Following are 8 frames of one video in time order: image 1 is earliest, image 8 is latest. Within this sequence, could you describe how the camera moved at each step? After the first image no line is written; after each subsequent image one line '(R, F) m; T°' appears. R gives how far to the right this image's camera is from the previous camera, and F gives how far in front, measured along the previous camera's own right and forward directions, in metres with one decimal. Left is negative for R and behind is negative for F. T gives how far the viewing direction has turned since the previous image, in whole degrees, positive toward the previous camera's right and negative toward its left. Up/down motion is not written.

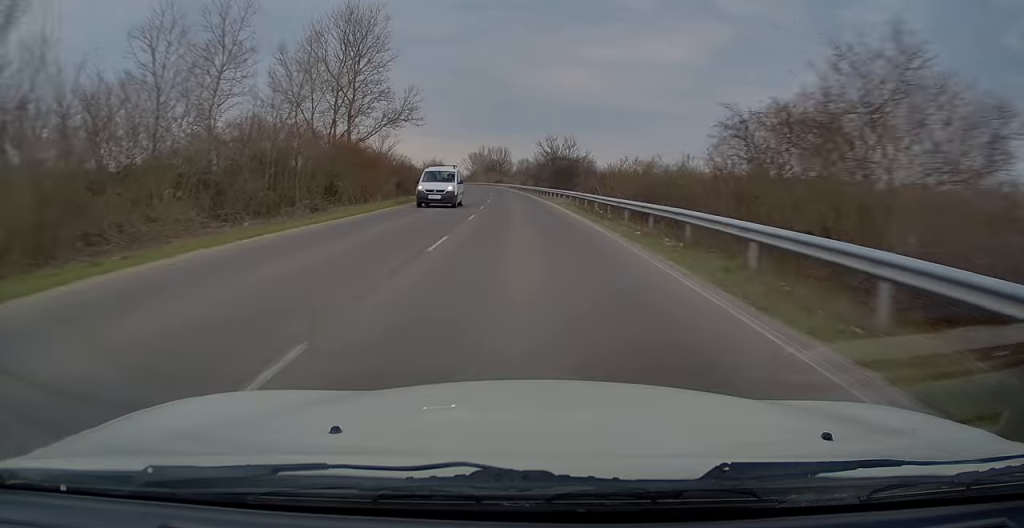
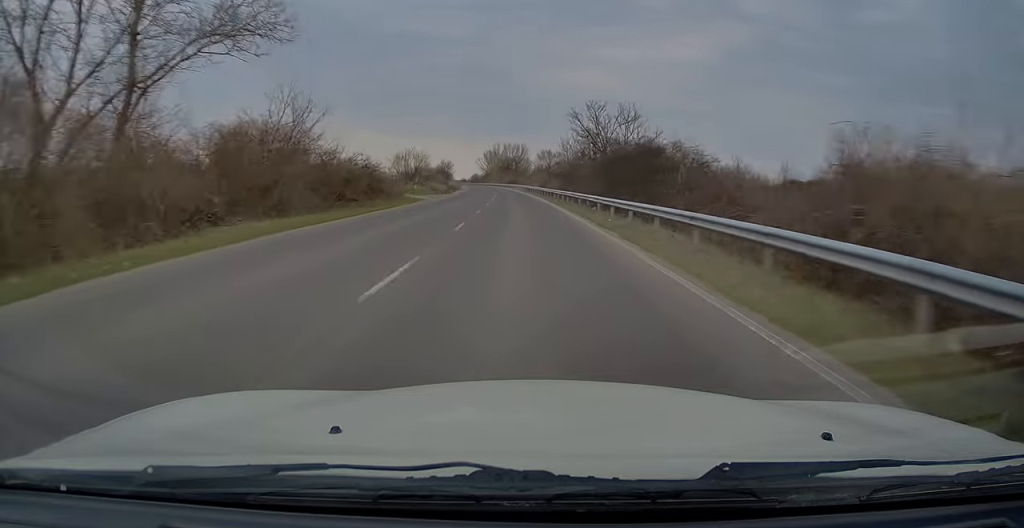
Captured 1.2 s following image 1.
(-0.4, +31.0) m; -1°
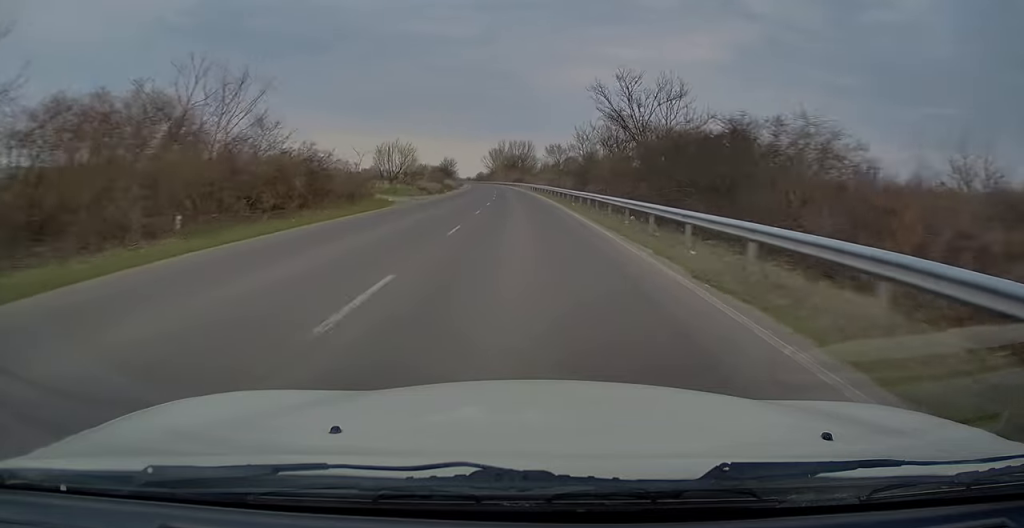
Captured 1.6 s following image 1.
(-0.1, +10.6) m; 0°
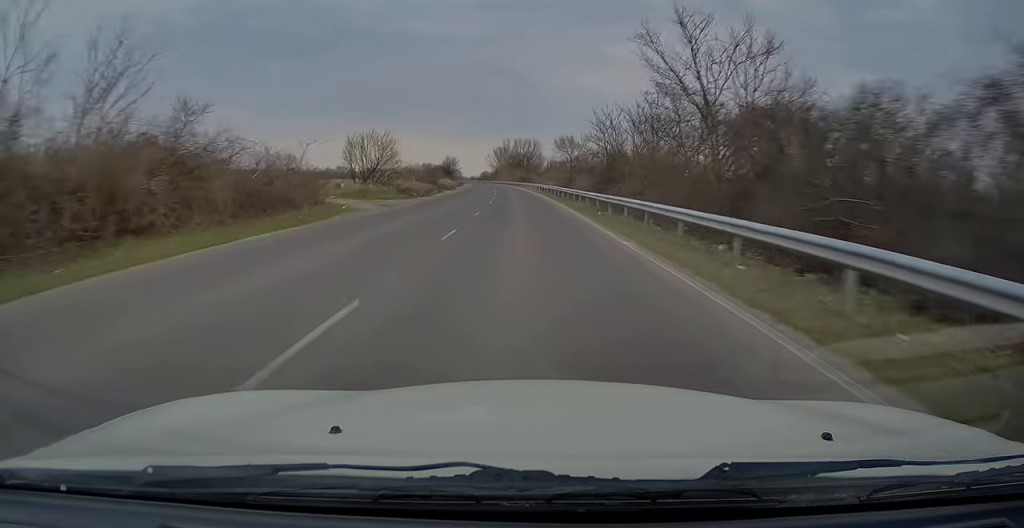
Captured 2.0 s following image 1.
(-0.1, +10.6) m; -1°
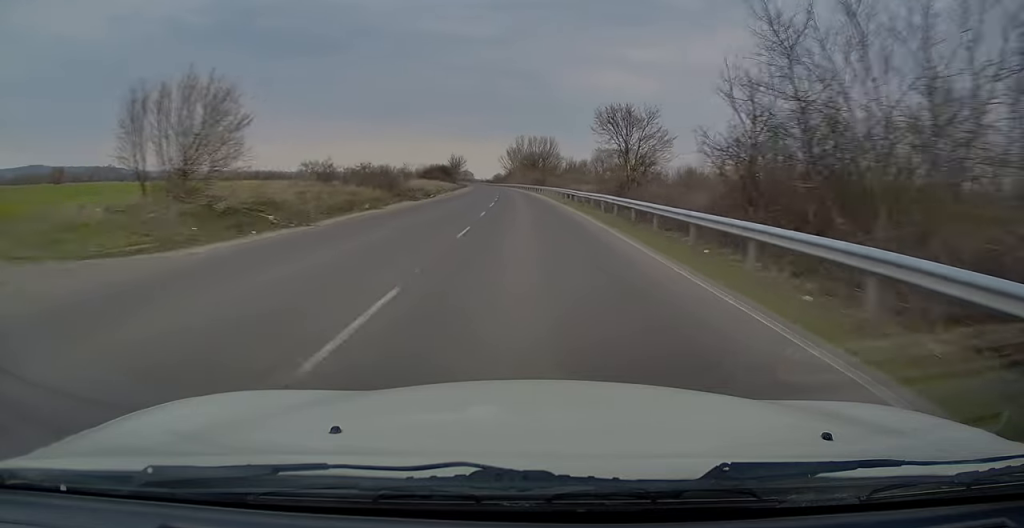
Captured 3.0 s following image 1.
(-0.3, +26.7) m; -1°
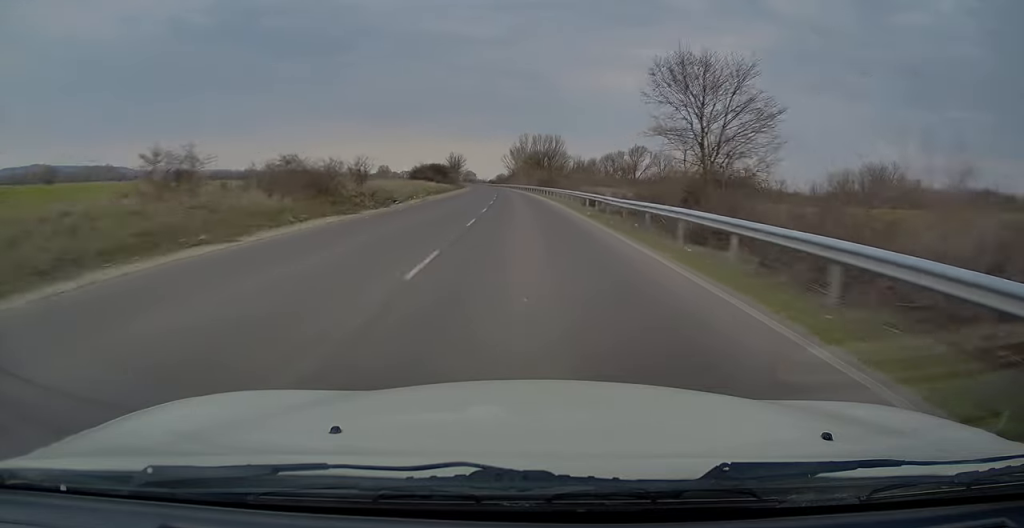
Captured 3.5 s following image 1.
(-0.2, +14.3) m; -1°
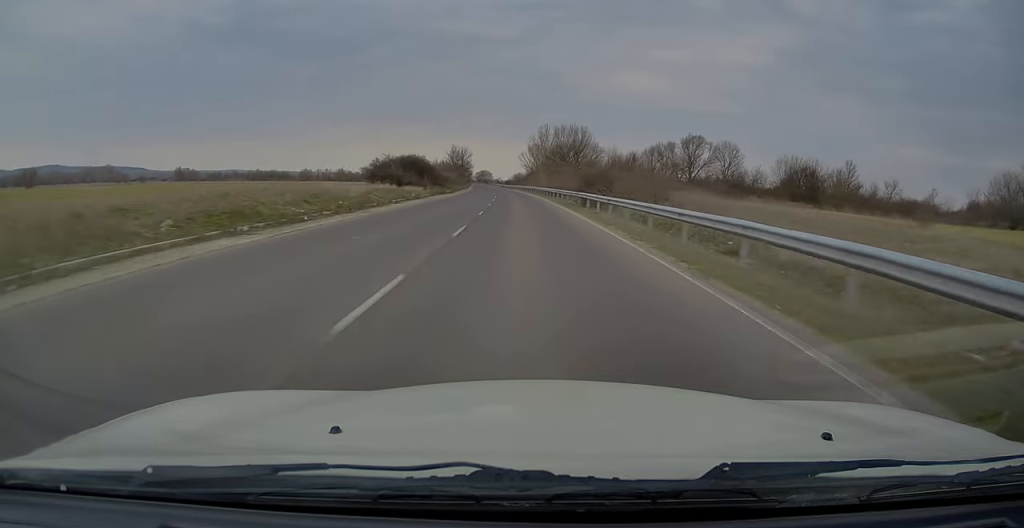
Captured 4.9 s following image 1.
(-0.3, +38.4) m; -1°
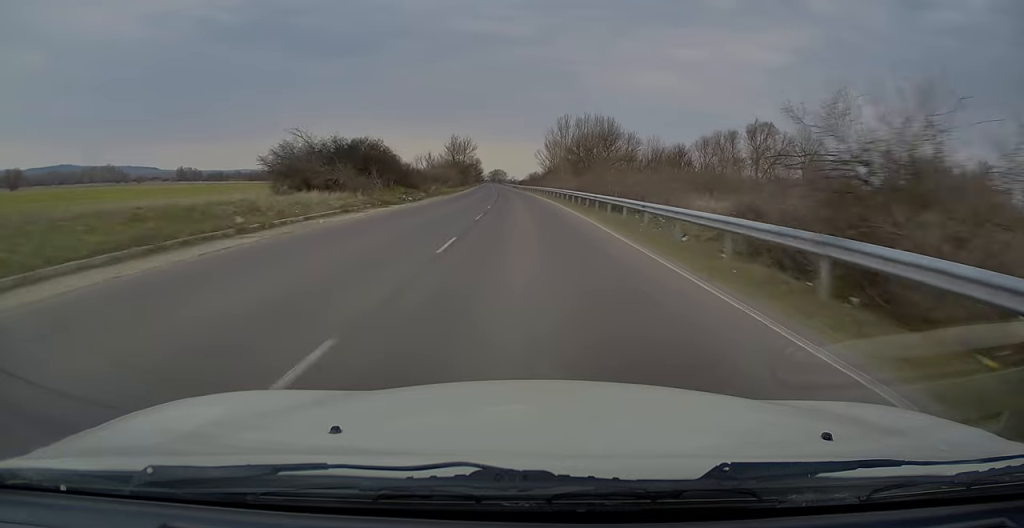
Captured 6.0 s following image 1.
(-0.3, +29.5) m; -2°
